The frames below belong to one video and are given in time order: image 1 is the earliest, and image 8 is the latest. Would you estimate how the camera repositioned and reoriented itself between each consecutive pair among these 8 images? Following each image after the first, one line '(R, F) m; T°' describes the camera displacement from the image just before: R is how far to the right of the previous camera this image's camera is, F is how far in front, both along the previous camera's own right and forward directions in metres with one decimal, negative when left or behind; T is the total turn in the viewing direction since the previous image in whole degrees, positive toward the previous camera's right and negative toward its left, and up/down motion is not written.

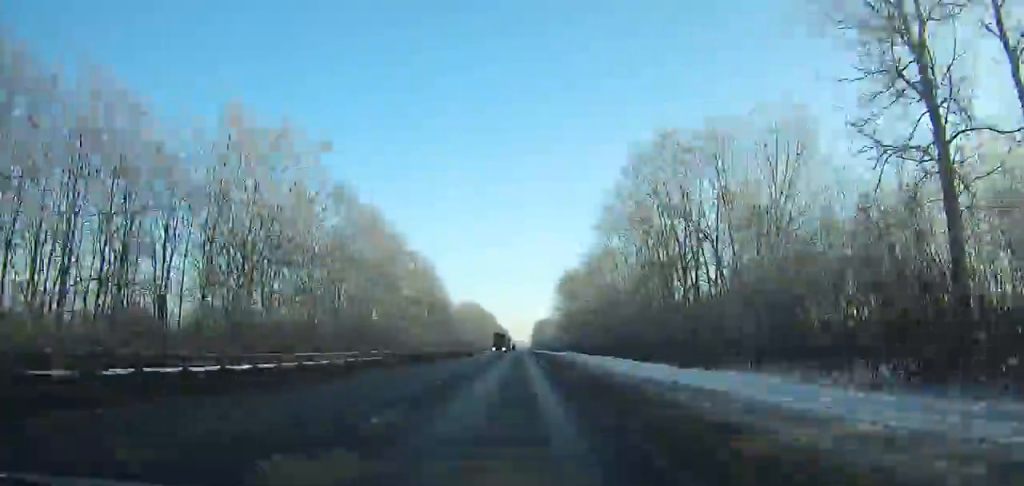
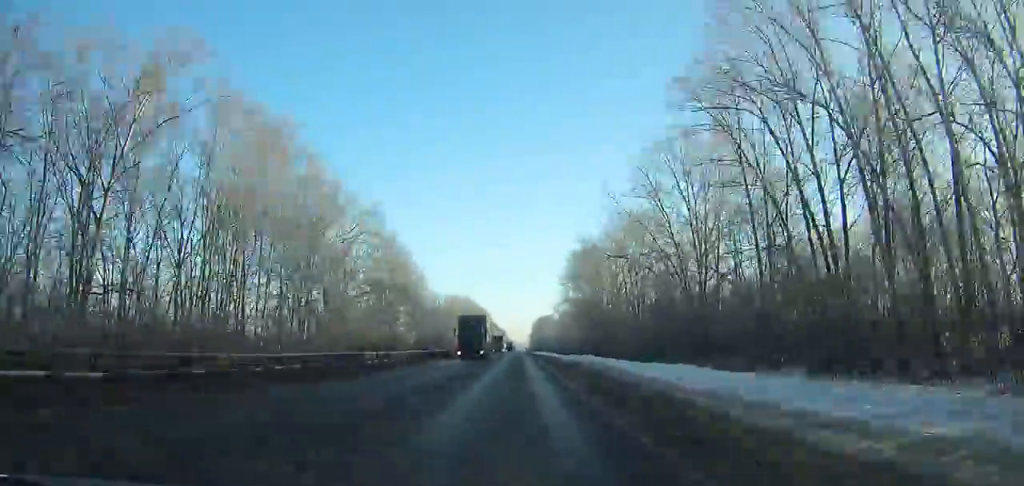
(0.0, +35.7) m; 0°
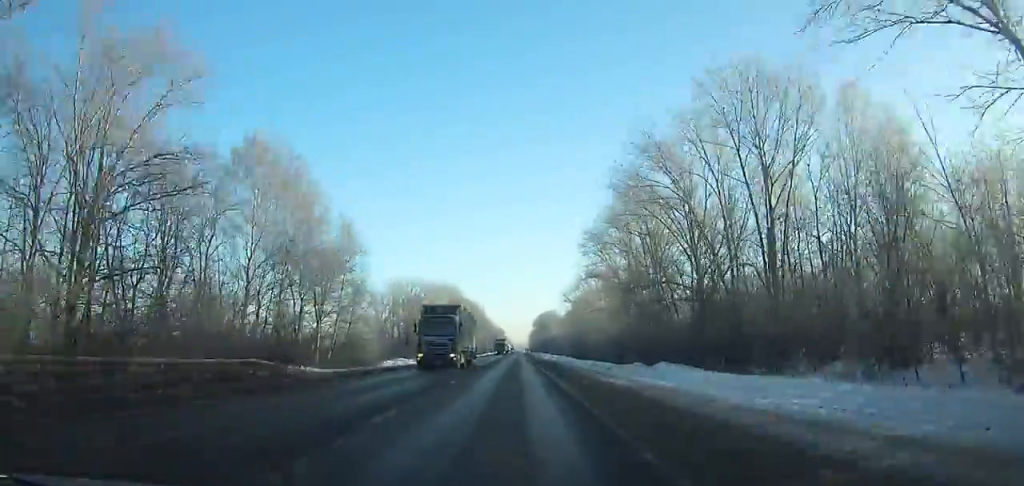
(+0.1, +49.6) m; 0°
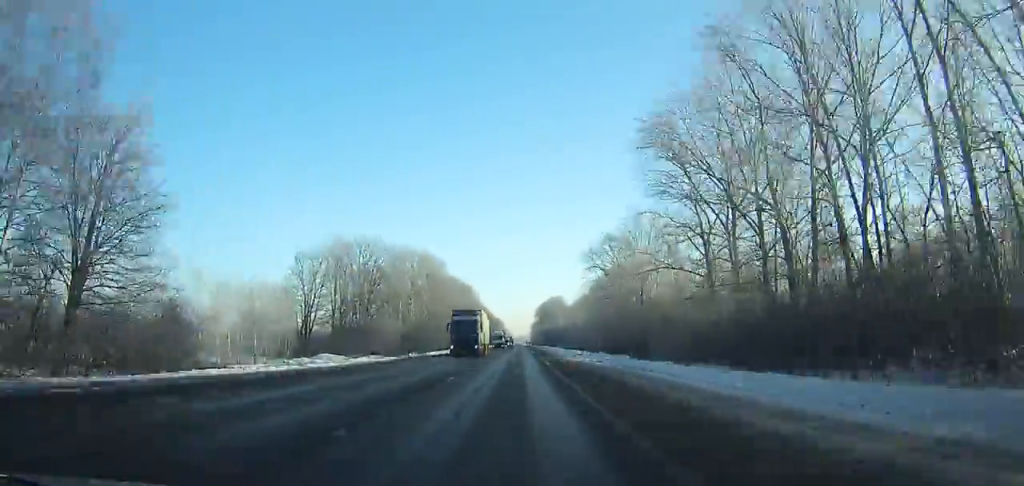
(+0.1, +49.2) m; 0°
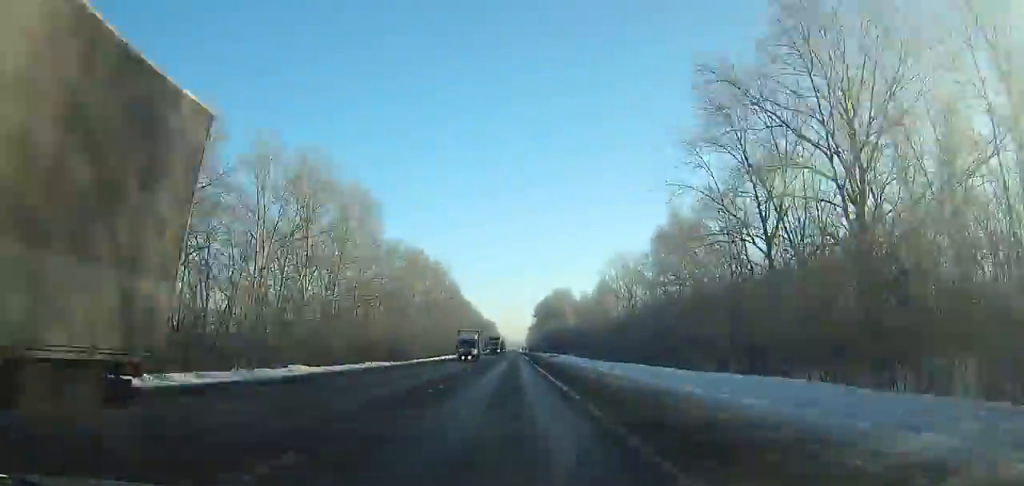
(+0.1, +63.1) m; 0°
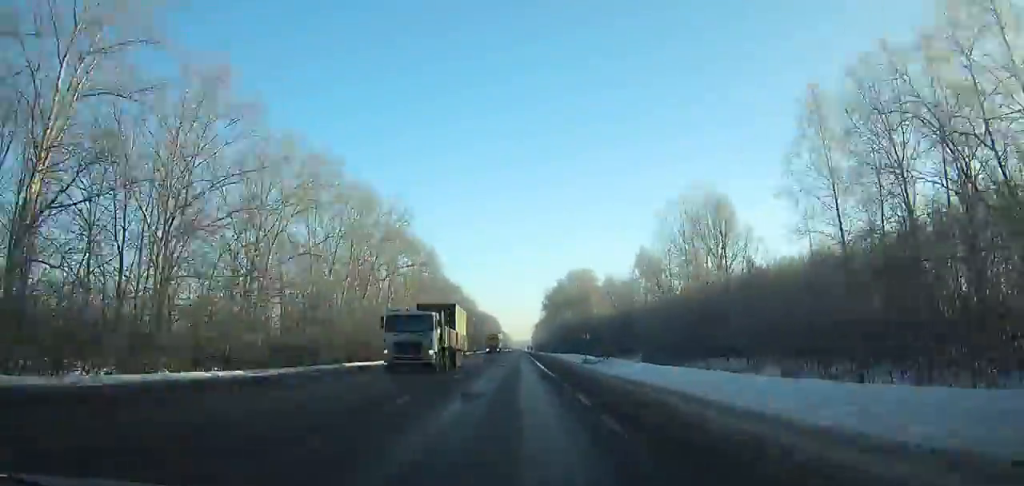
(0.0, +51.4) m; 0°
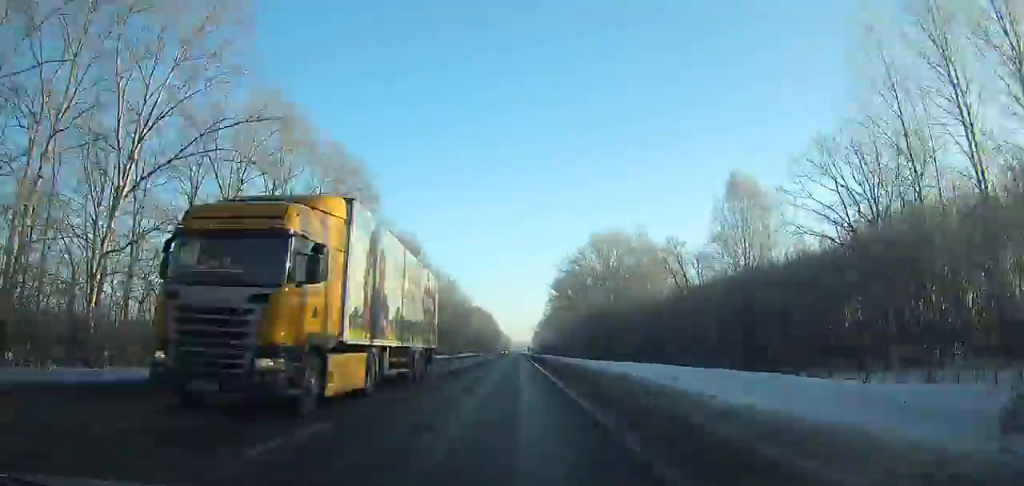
(-0.4, +53.8) m; 0°
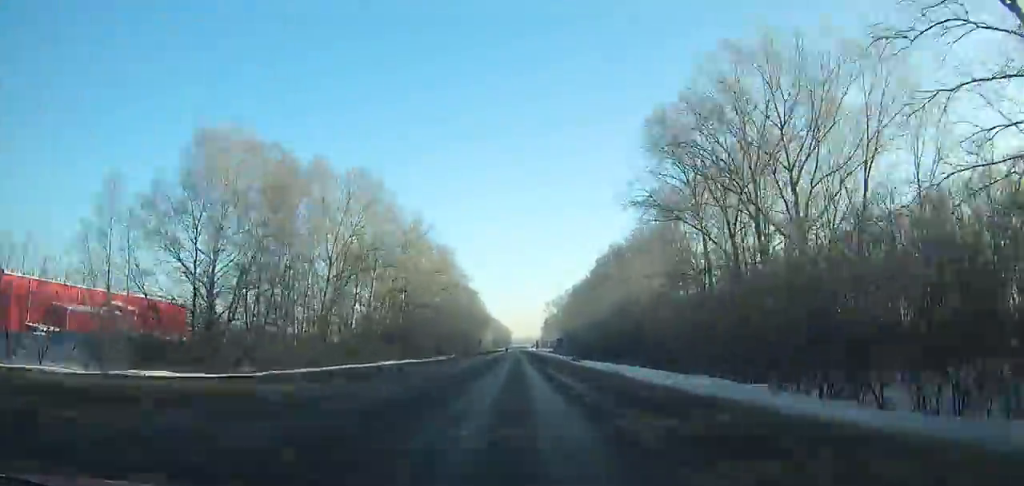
(-0.6, +208.3) m; -1°
